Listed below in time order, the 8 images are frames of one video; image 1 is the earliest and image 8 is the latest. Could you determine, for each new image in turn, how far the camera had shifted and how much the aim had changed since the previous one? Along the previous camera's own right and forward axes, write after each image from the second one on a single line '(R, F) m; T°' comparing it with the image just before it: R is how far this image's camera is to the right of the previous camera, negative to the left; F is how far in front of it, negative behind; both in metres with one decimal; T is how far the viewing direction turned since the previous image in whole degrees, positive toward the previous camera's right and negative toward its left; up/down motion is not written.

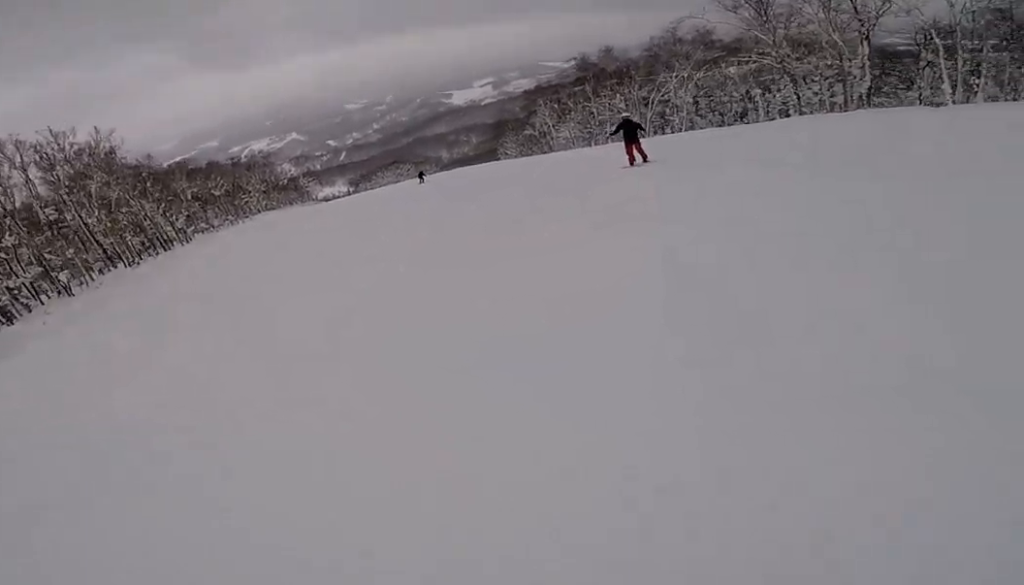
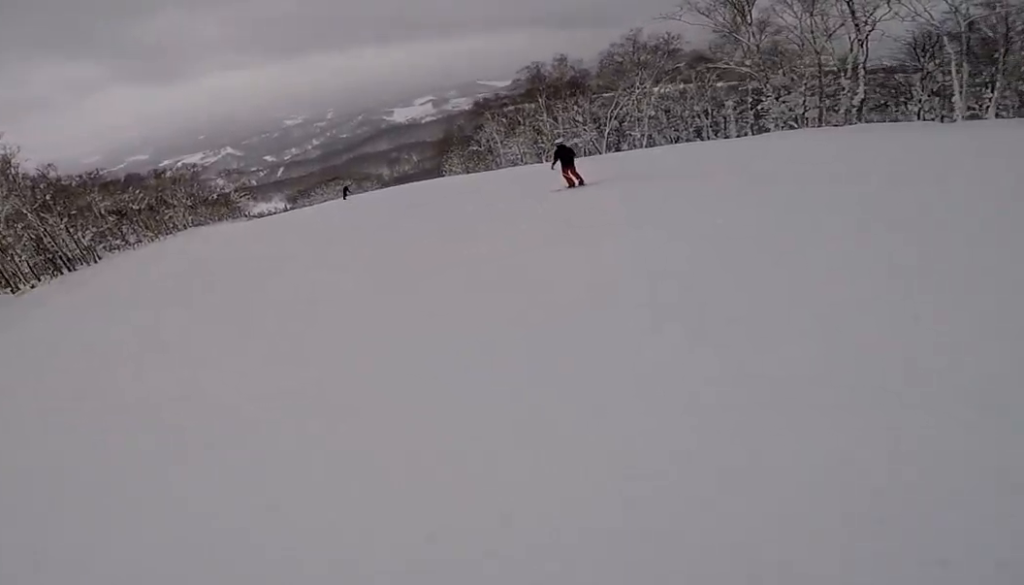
(+0.4, +6.1) m; +6°
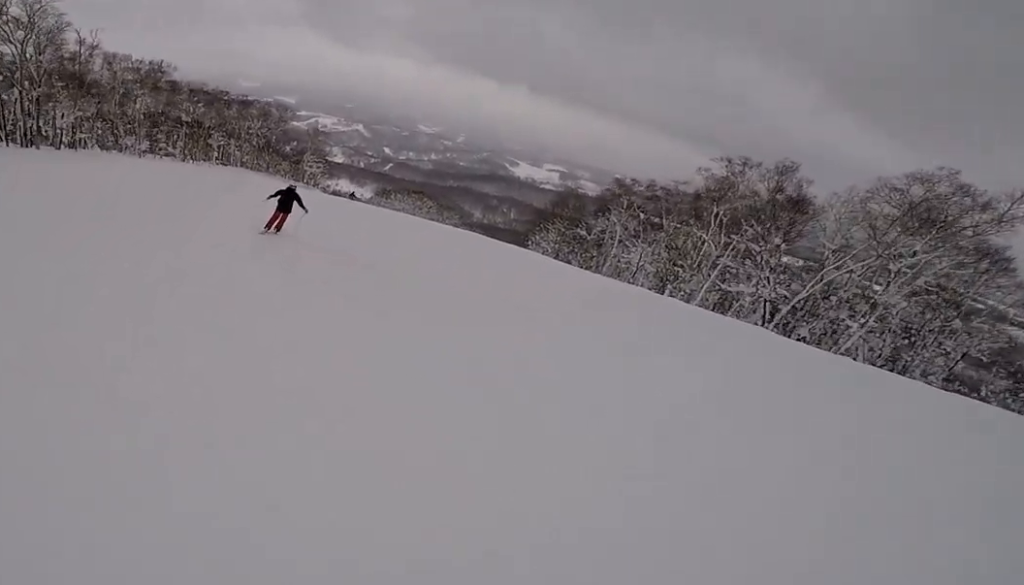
(-0.4, +20.5) m; -20°
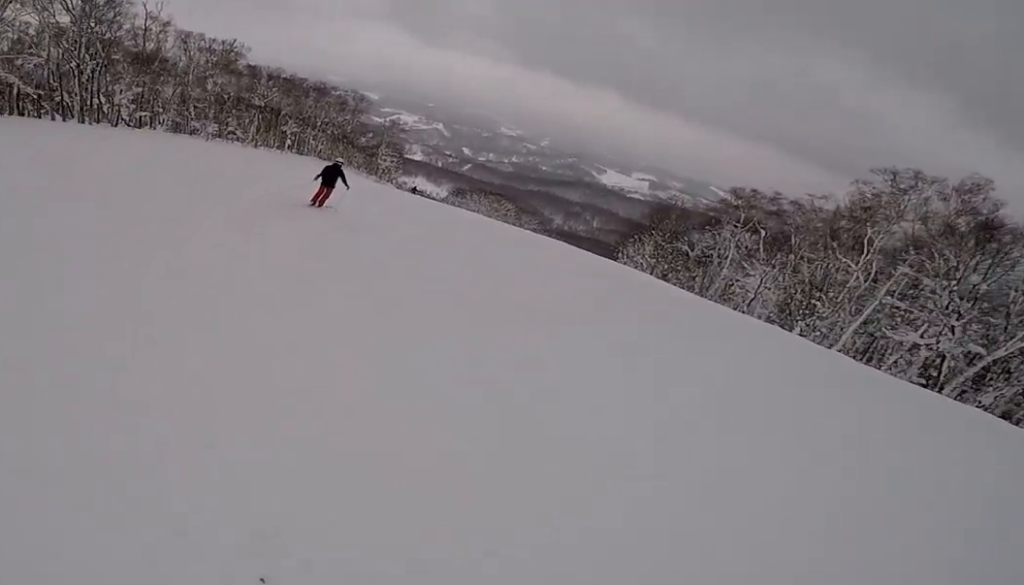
(-0.9, +6.6) m; -7°
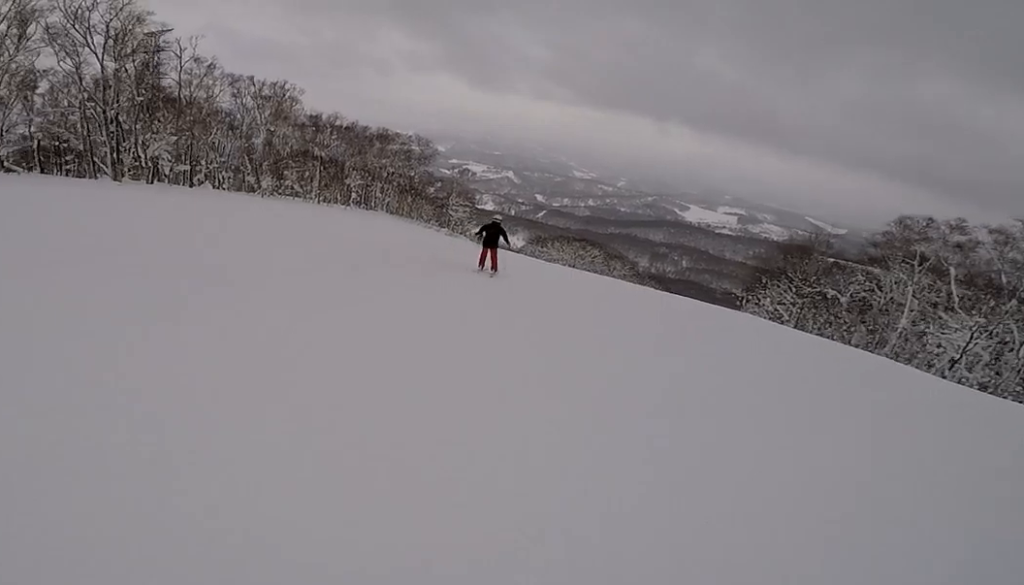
(-0.8, +9.4) m; -5°
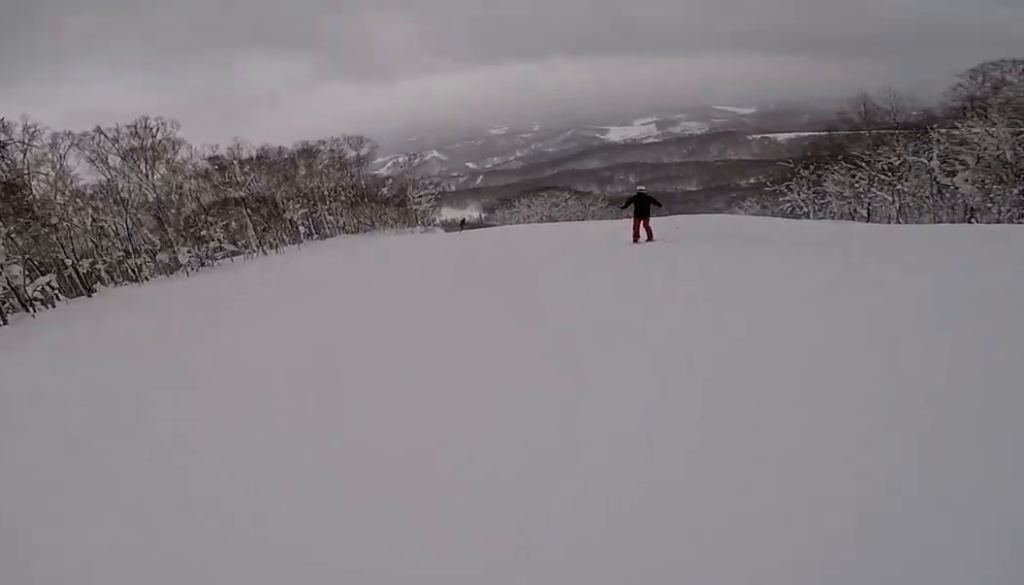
(+0.8, +15.4) m; +20°
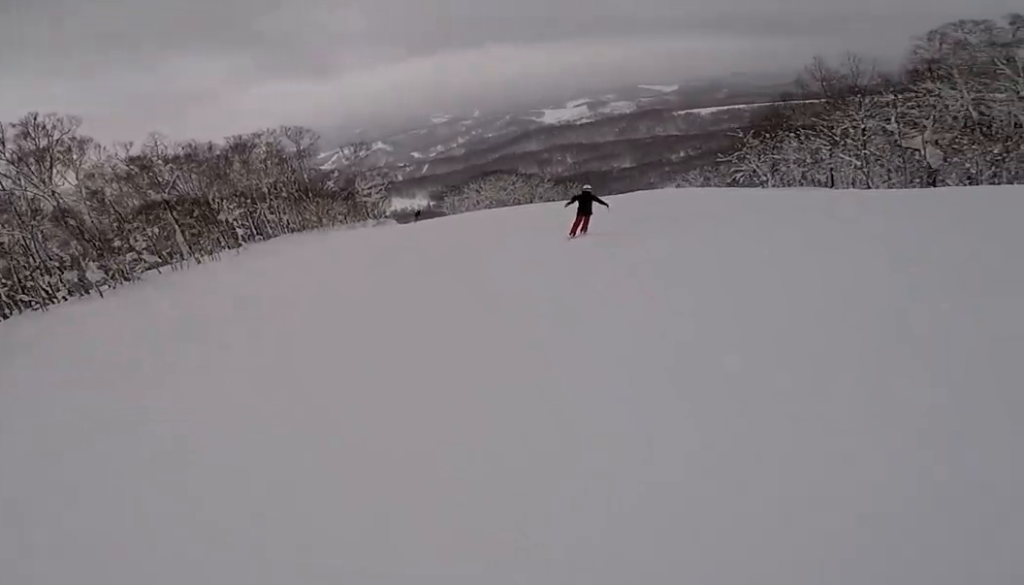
(0.0, +5.5) m; +12°
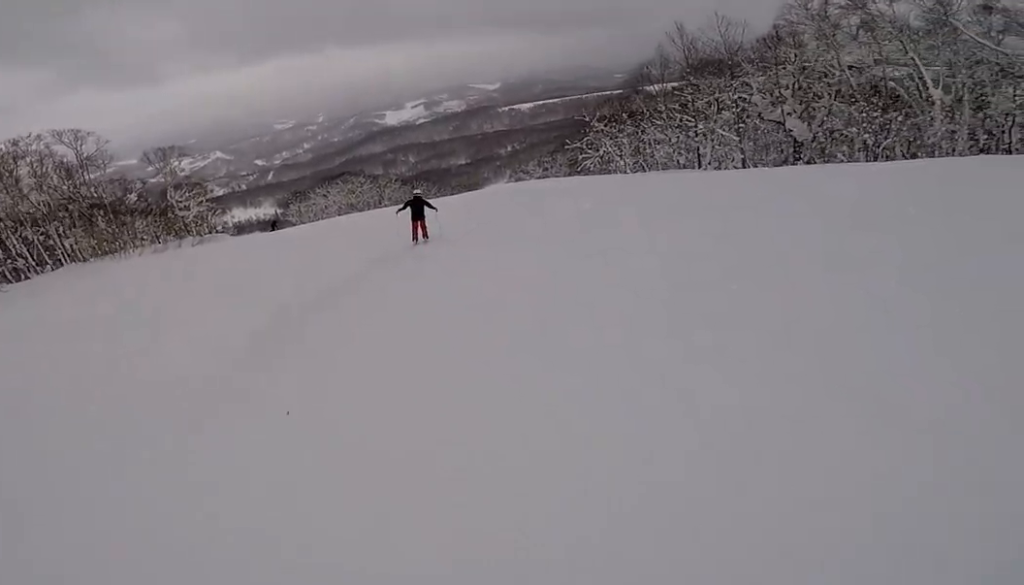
(+2.8, +11.7) m; +6°
